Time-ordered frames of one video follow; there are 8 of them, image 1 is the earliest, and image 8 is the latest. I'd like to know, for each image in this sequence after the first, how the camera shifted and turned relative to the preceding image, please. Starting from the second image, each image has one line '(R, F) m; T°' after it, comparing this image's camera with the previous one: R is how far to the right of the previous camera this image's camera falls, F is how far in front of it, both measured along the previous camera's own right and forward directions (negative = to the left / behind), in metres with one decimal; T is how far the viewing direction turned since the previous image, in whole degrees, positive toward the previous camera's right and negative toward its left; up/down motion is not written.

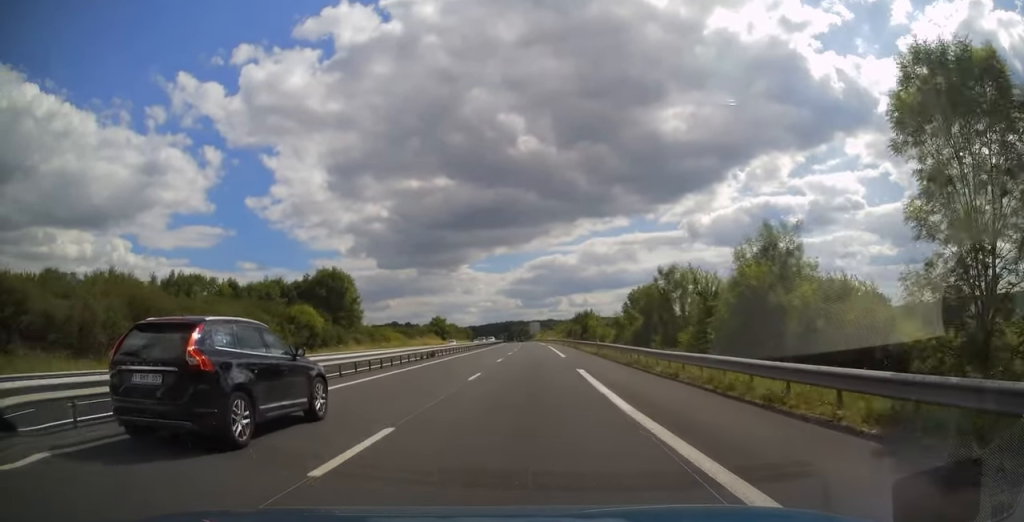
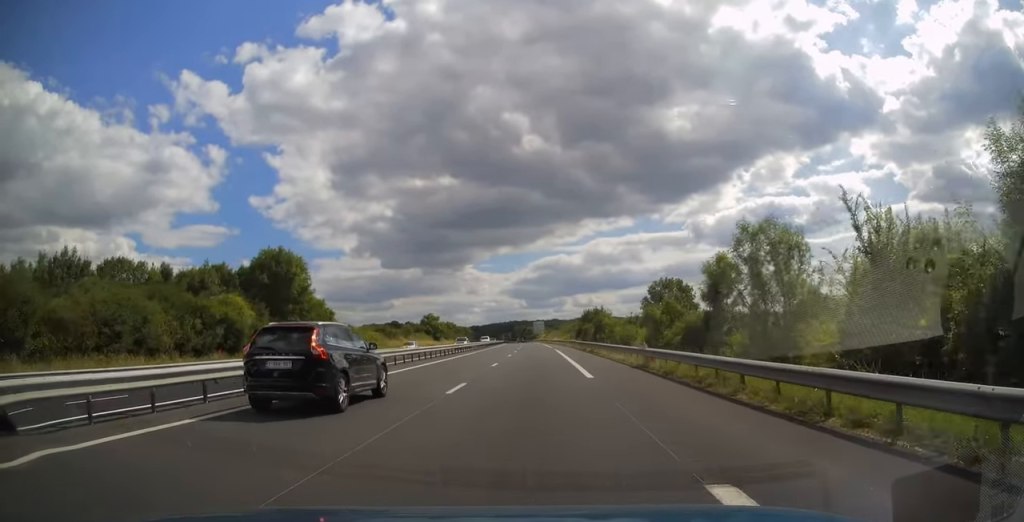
(+0.1, +17.6) m; 0°
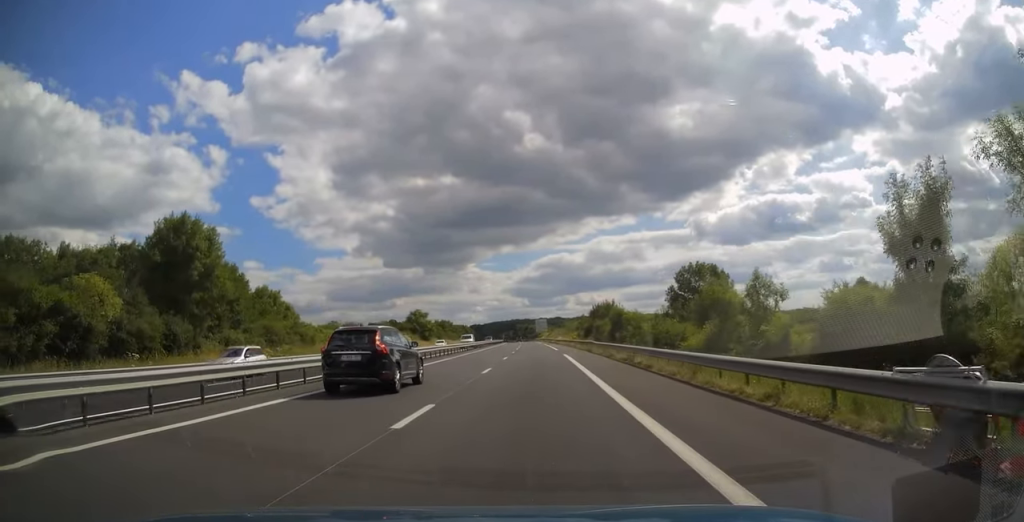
(-0.1, +18.2) m; 0°
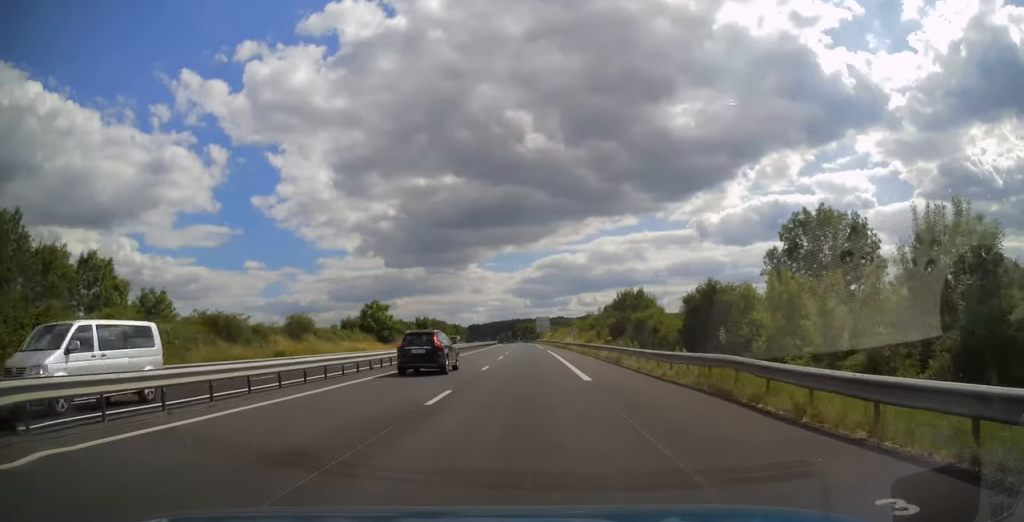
(-0.3, +35.3) m; -1°
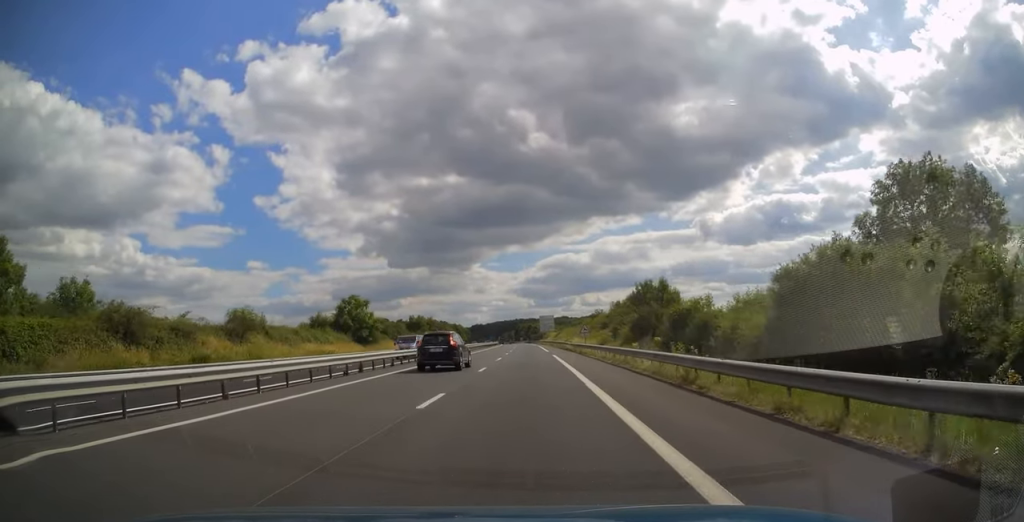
(-0.1, +13.3) m; 0°
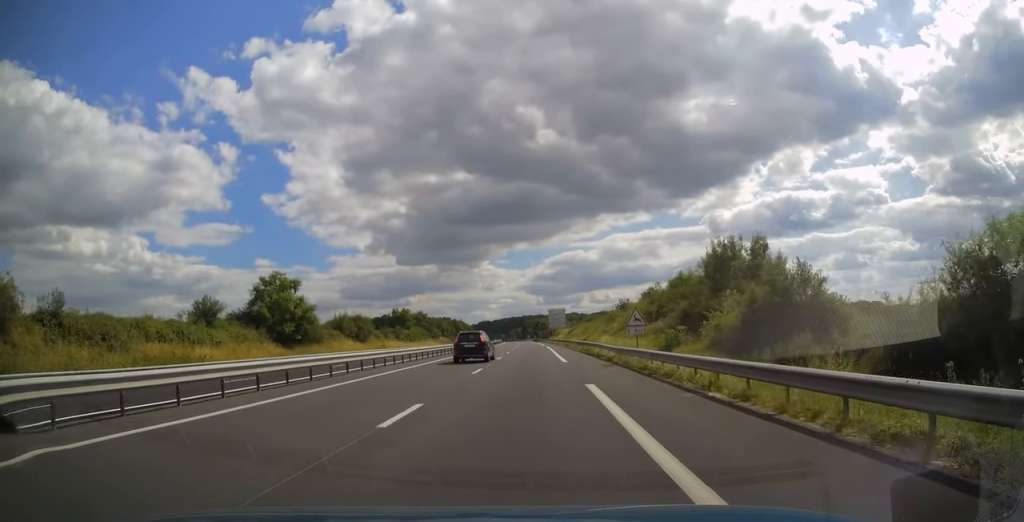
(-0.2, +28.0) m; 0°
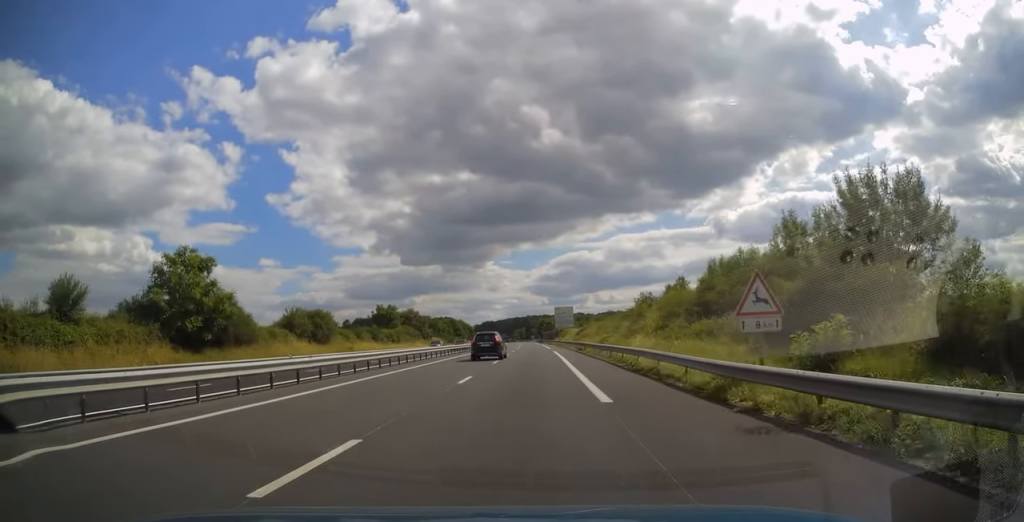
(0.0, +17.2) m; 0°
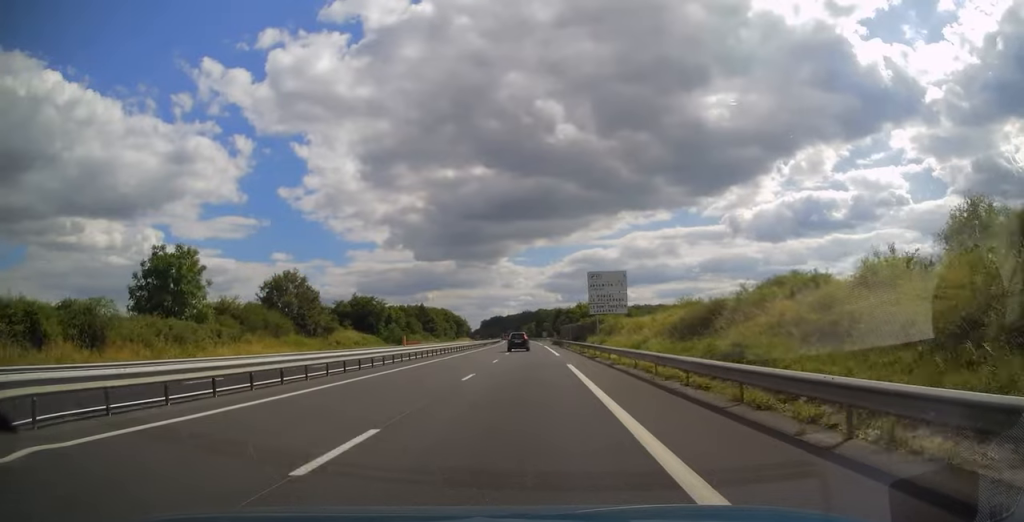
(-1.1, +77.1) m; -2°
